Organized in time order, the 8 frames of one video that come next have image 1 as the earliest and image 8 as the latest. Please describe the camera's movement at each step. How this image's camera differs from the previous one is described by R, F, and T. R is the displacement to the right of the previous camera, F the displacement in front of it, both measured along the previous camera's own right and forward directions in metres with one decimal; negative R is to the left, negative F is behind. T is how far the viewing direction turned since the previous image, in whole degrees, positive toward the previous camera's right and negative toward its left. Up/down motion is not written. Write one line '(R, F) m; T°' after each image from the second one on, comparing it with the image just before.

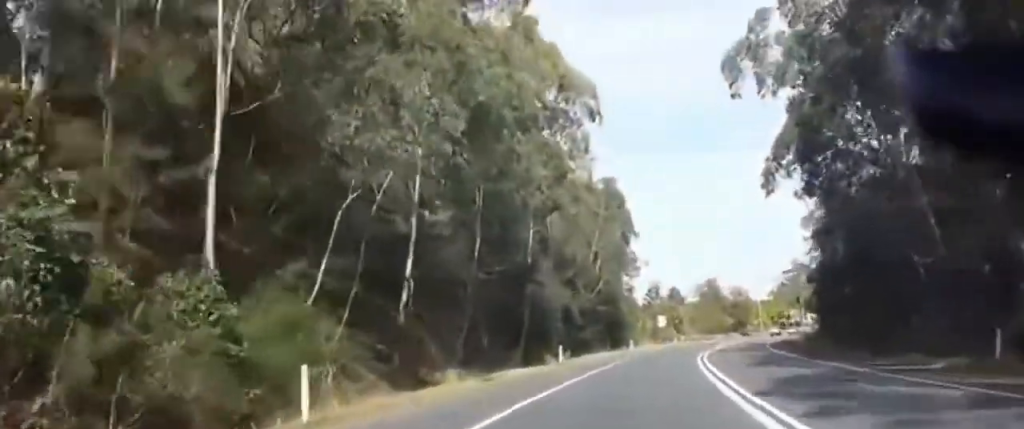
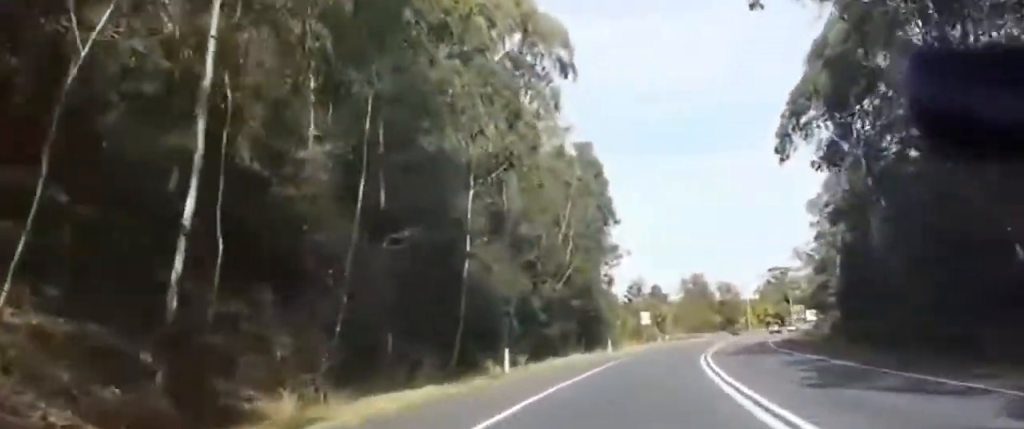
(-0.4, +13.2) m; 0°
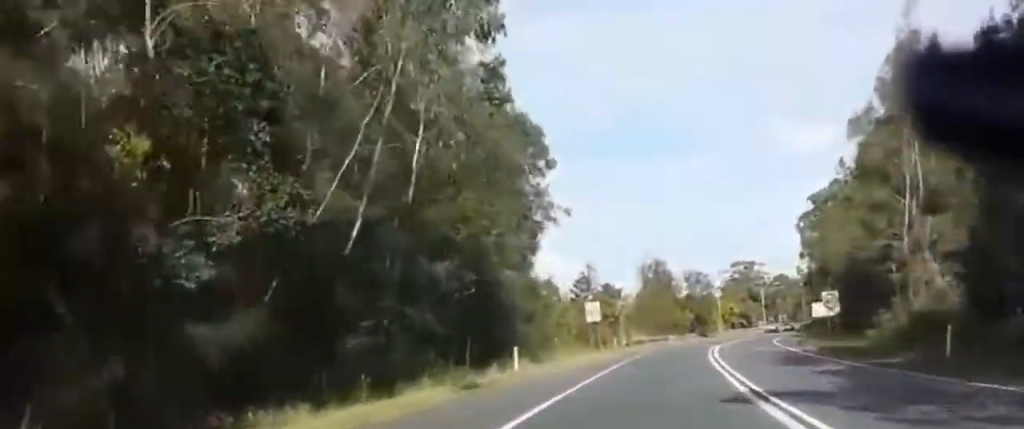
(+3.1, +30.7) m; +6°
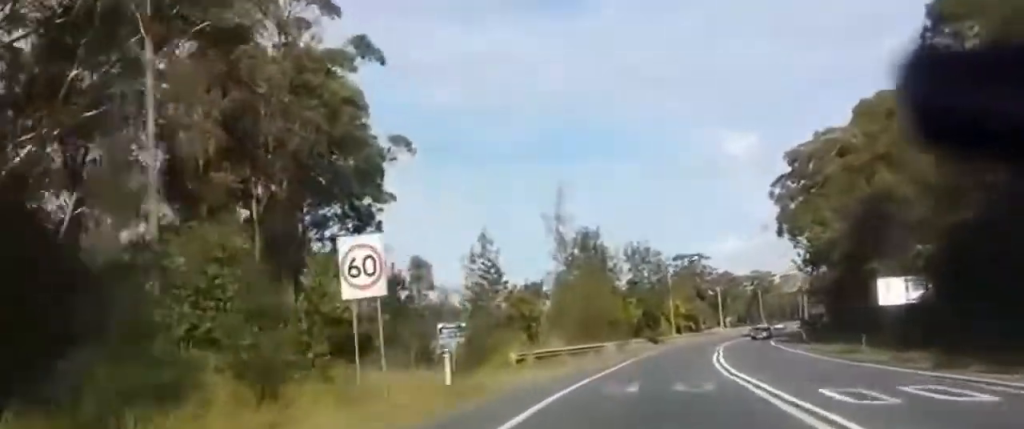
(-0.6, +37.1) m; 0°
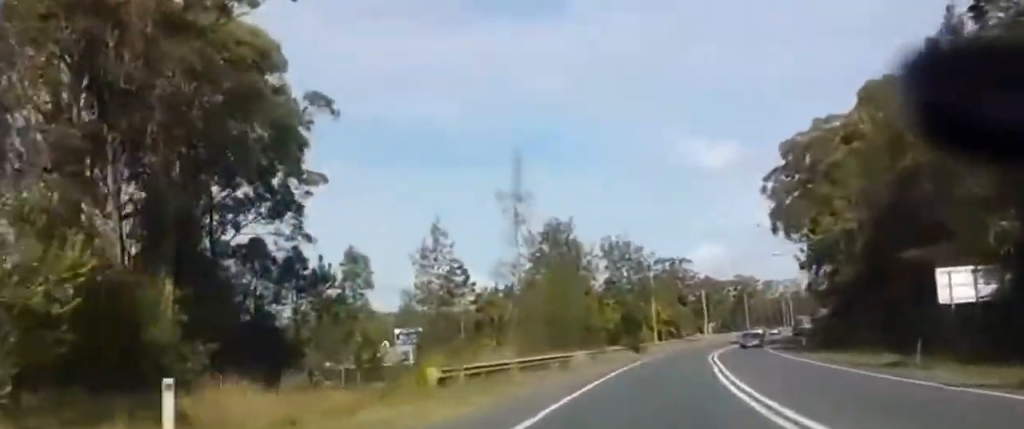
(+0.3, +9.4) m; +2°
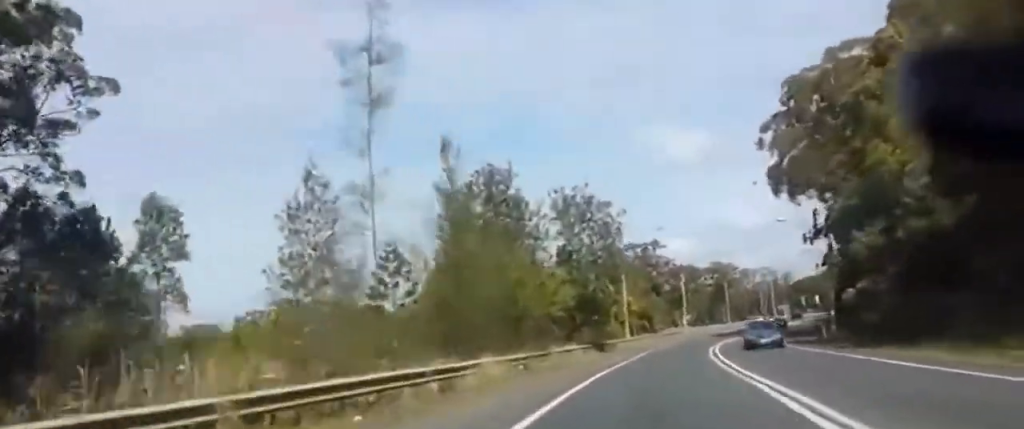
(+0.6, +16.1) m; +5°
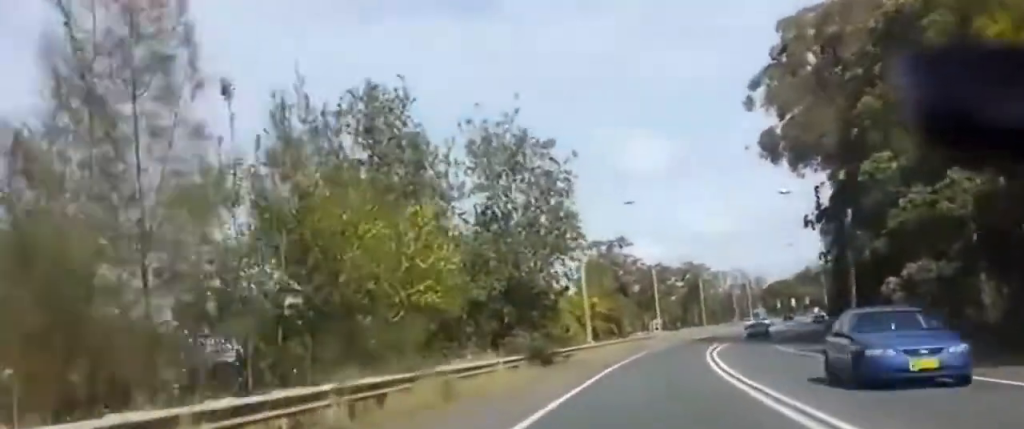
(+0.6, +13.6) m; +1°
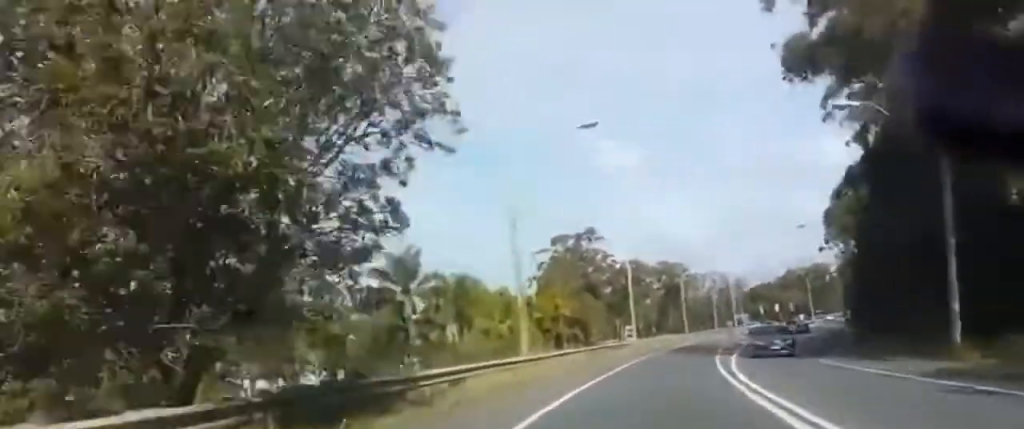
(-0.3, +18.6) m; -2°
